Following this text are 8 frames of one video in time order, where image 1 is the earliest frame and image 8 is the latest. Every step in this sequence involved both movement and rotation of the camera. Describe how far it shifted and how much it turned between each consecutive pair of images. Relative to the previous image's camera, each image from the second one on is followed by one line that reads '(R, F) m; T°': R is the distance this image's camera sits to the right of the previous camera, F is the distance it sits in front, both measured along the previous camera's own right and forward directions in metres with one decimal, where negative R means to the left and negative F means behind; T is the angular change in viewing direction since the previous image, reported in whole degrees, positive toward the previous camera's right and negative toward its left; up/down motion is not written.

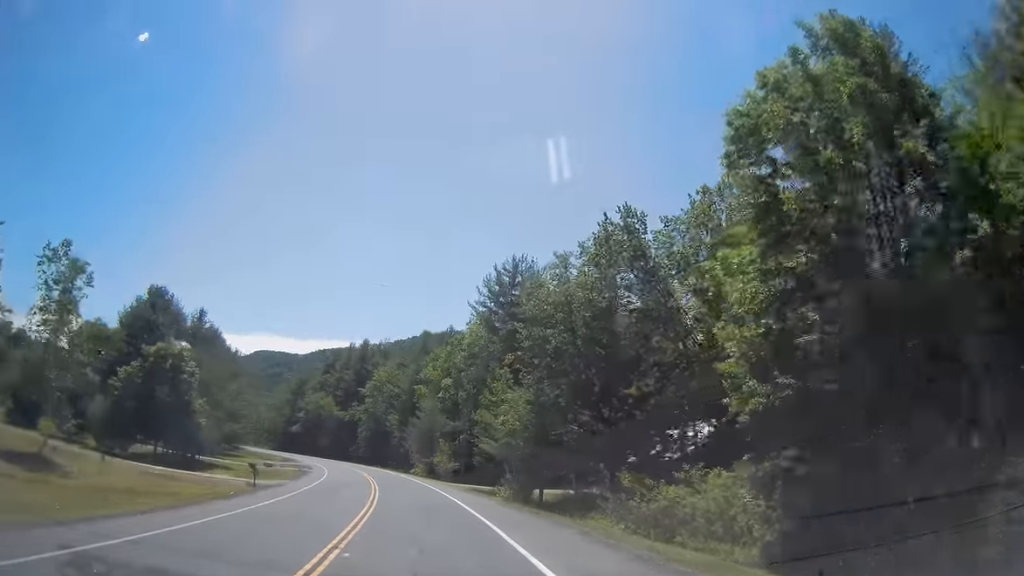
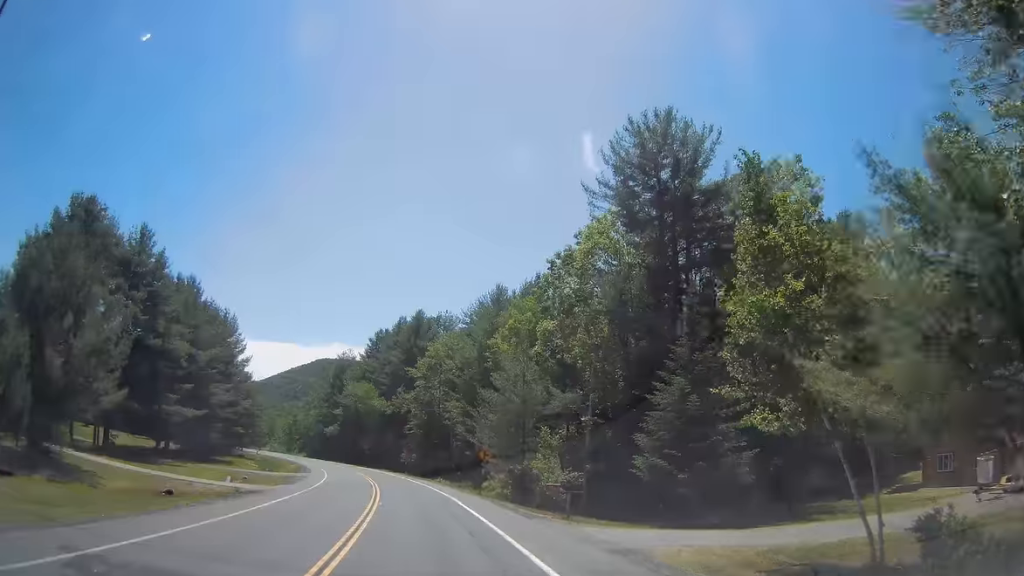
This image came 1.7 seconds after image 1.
(-2.0, +35.6) m; -6°
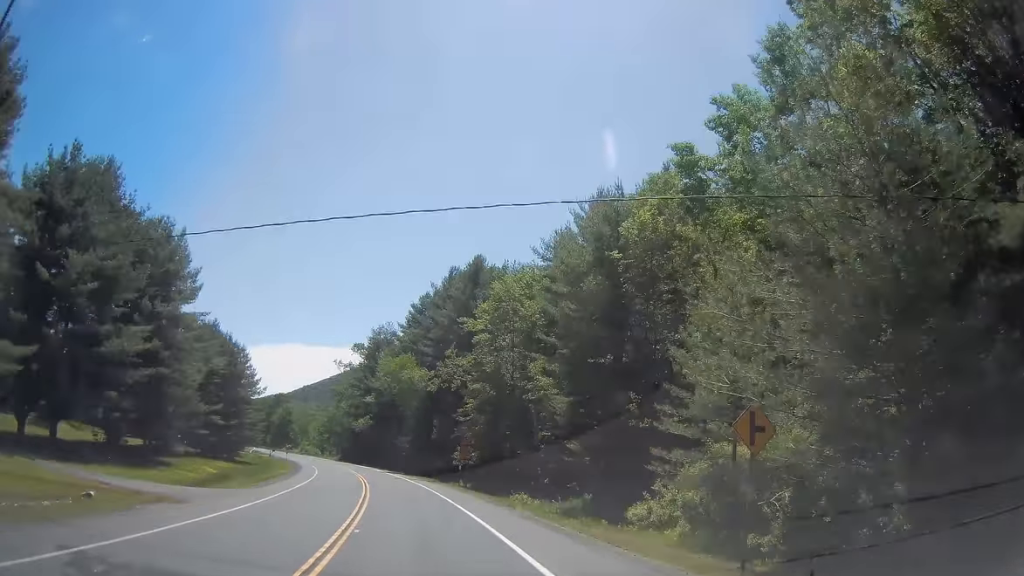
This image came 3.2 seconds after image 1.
(-1.6, +32.4) m; -5°
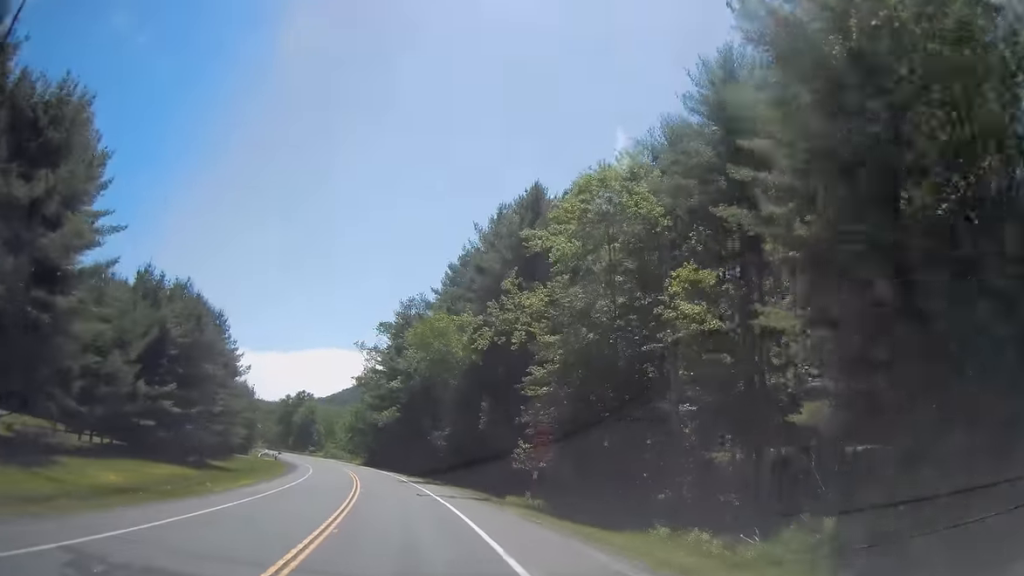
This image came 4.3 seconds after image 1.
(-0.4, +22.6) m; -5°
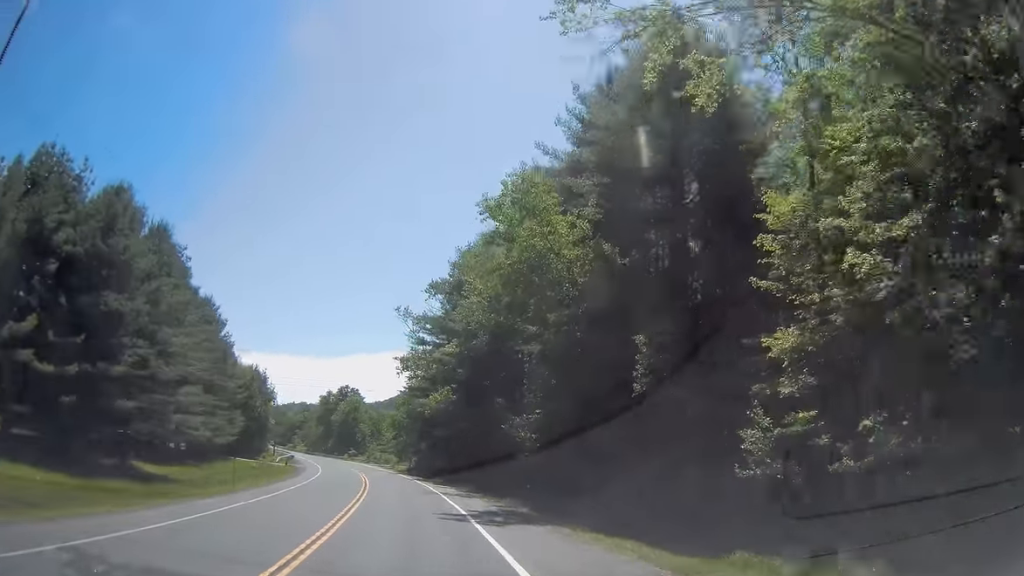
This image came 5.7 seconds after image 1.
(-1.7, +25.4) m; -5°
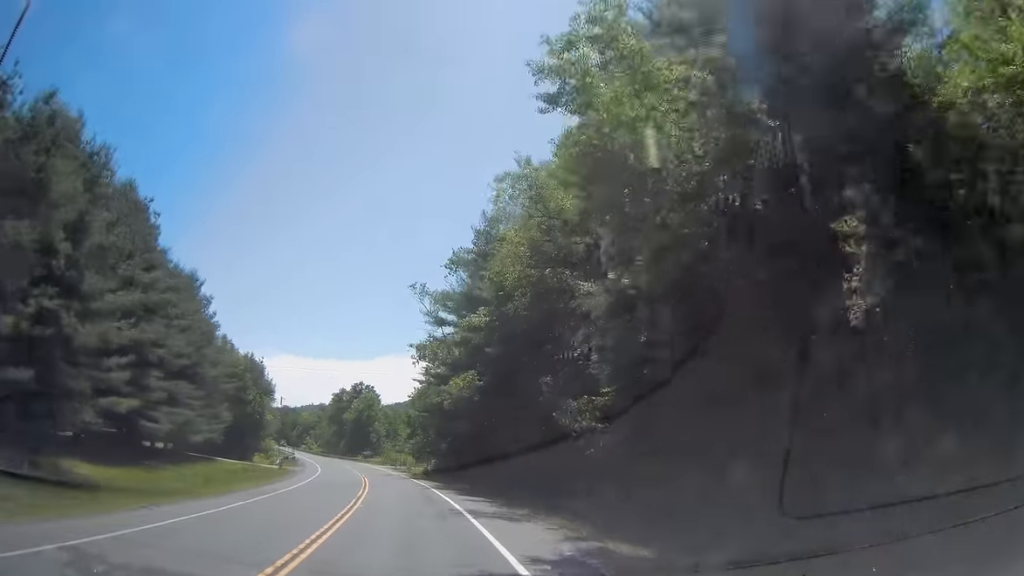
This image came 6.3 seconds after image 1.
(+0.1, +10.7) m; -1°
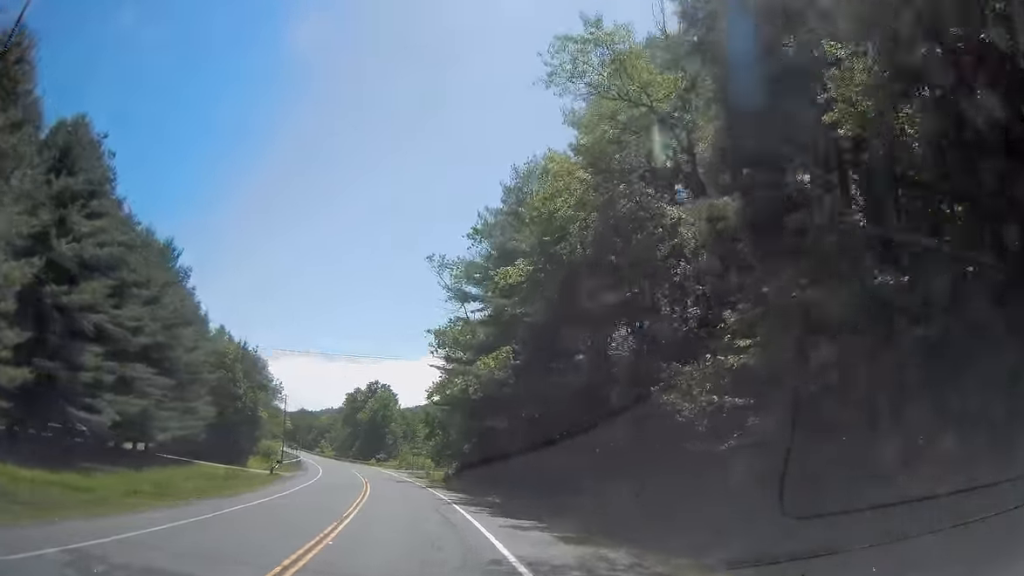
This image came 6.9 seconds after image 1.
(-0.2, +10.2) m; -2°
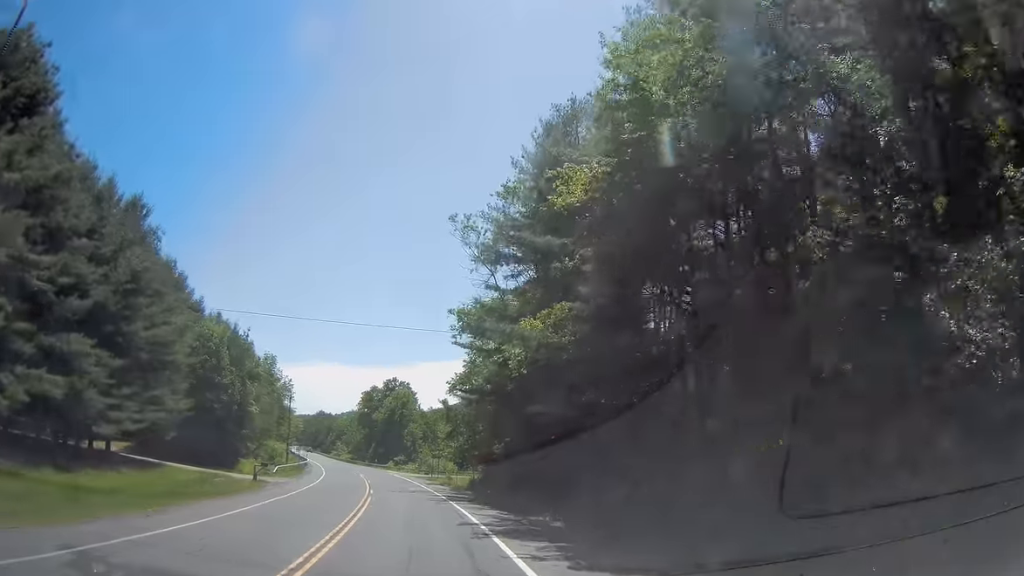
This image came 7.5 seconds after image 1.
(-0.1, +10.0) m; -2°
